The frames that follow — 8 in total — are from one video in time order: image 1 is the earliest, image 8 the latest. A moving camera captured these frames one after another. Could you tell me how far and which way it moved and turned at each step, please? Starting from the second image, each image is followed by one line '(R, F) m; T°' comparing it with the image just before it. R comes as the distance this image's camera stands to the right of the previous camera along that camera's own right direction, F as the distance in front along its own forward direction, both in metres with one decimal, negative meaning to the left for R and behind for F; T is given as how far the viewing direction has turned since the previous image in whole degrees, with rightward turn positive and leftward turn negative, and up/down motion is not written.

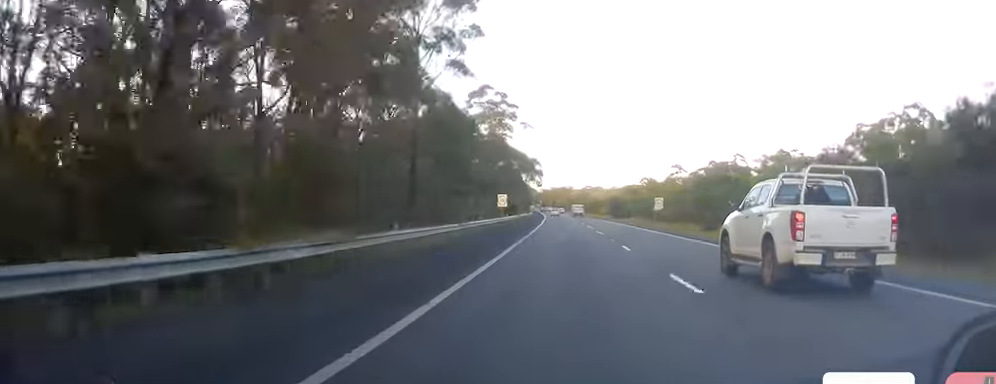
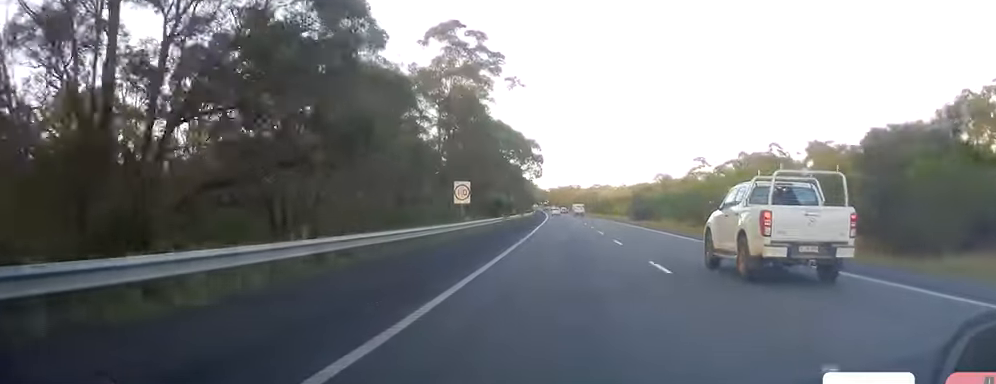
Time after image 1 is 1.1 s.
(+0.2, +32.2) m; +1°
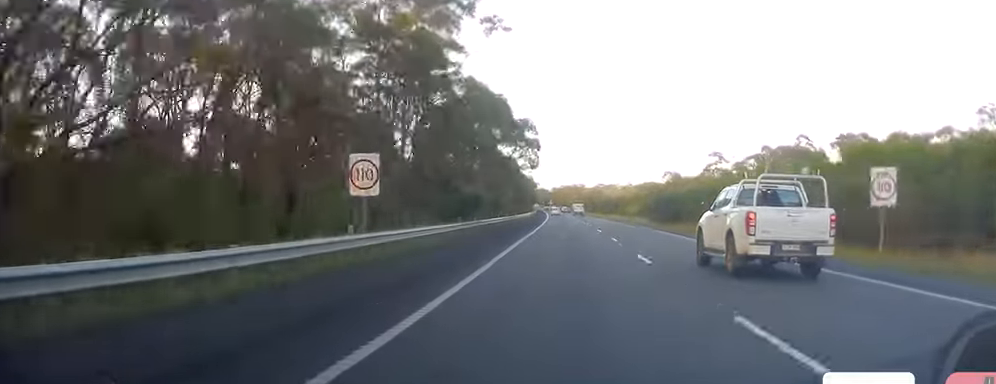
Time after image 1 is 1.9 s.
(+0.1, +20.9) m; 0°
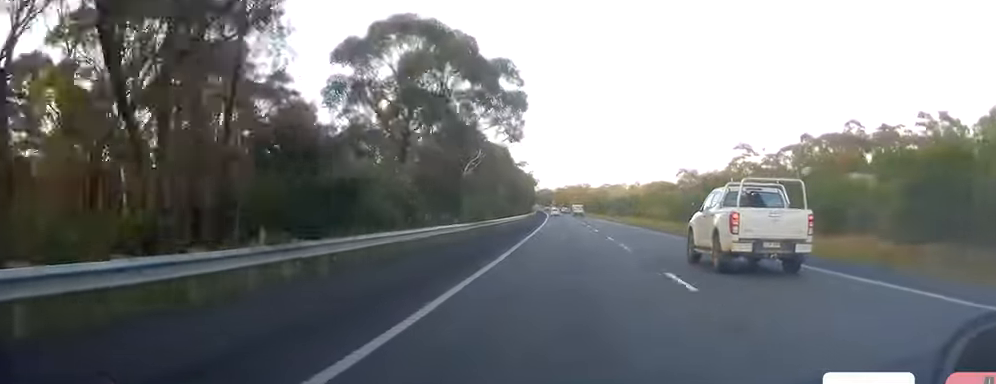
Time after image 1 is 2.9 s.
(-0.4, +29.6) m; -1°
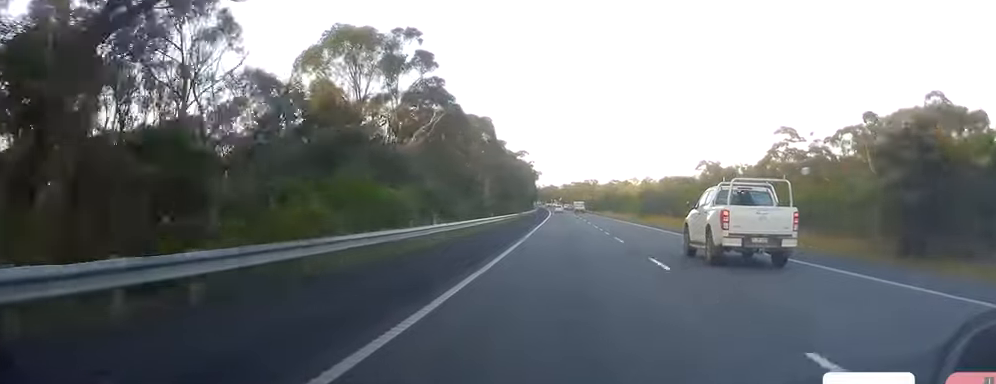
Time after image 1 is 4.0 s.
(-0.1, +32.5) m; 0°
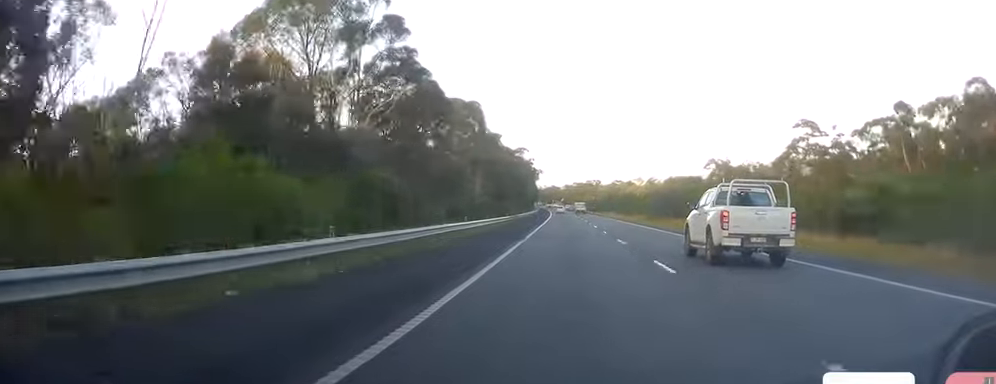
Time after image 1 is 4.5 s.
(+0.2, +12.4) m; 0°
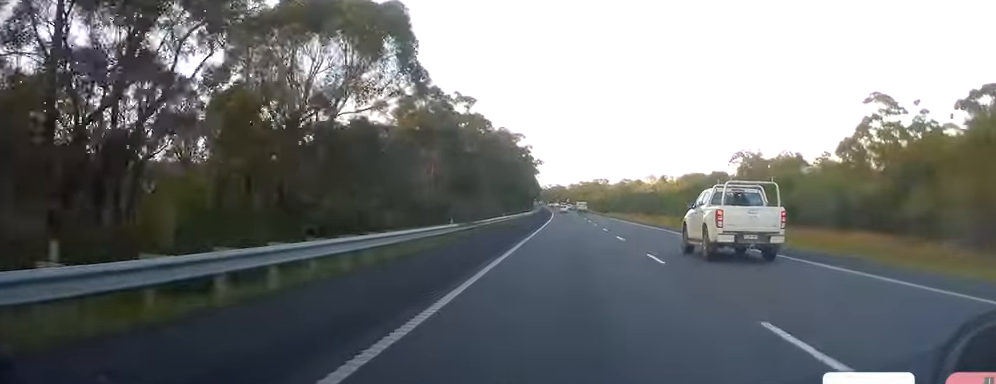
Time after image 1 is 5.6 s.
(-0.5, +33.3) m; -1°
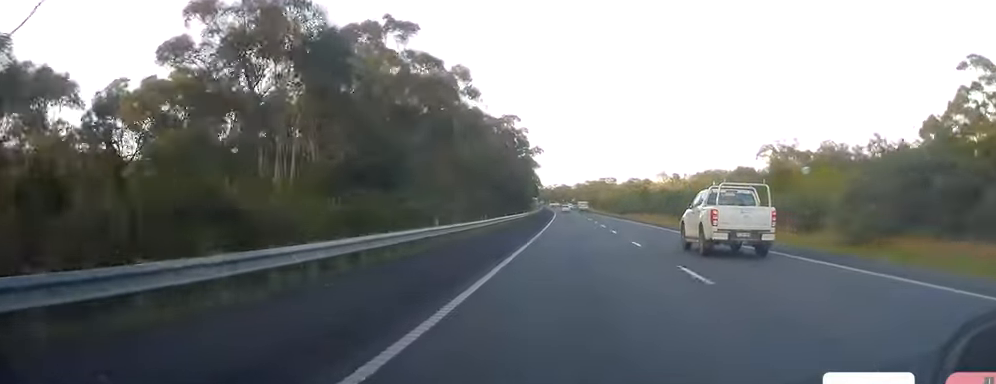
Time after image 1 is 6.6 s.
(+0.3, +28.7) m; 0°
